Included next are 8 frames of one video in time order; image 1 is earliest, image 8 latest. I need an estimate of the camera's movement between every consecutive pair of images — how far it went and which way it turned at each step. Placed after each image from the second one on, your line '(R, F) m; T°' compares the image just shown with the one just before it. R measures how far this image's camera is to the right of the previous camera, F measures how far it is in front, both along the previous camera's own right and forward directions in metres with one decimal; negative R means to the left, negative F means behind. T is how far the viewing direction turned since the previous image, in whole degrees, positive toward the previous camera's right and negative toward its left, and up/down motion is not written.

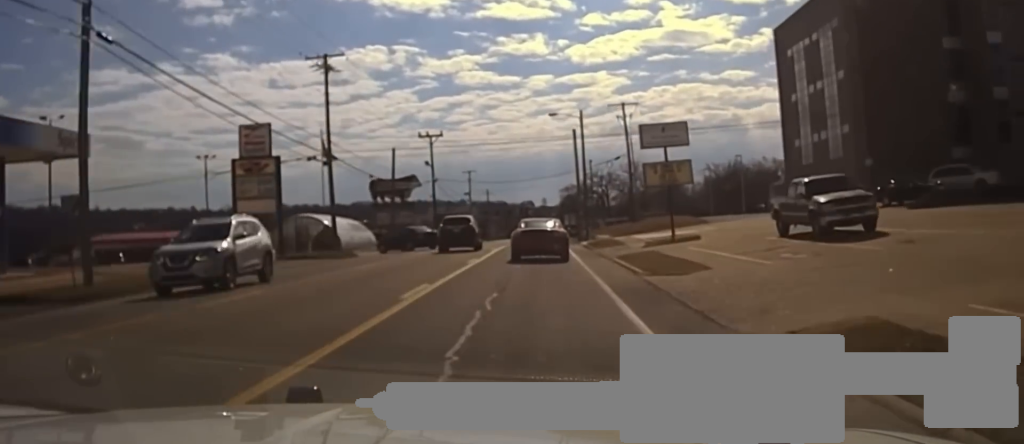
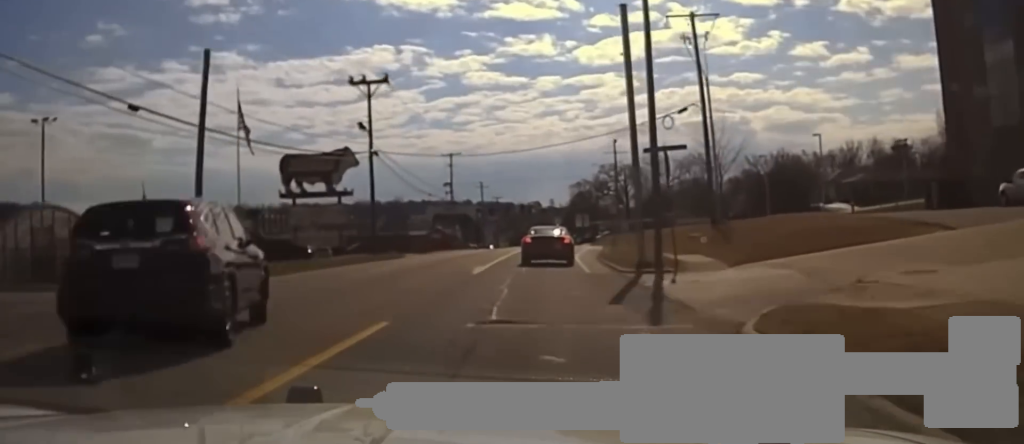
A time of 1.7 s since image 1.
(+0.3, +37.1) m; +1°
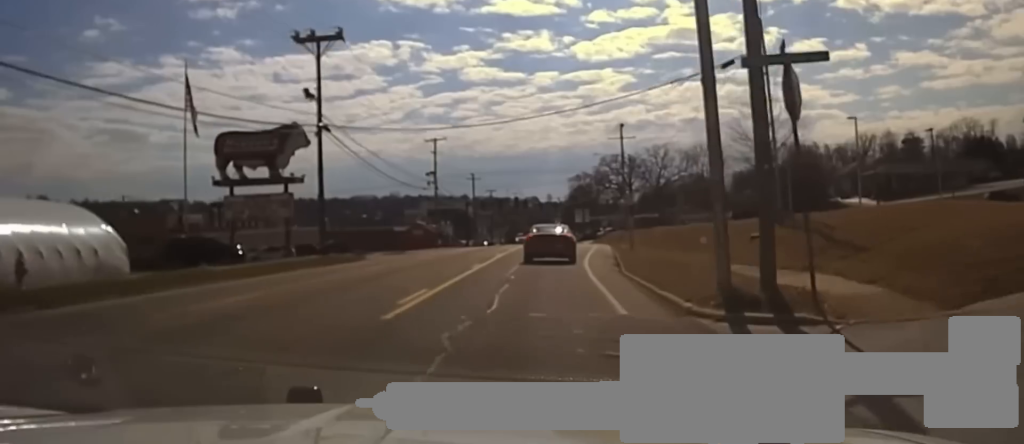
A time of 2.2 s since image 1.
(0.0, +12.9) m; 0°
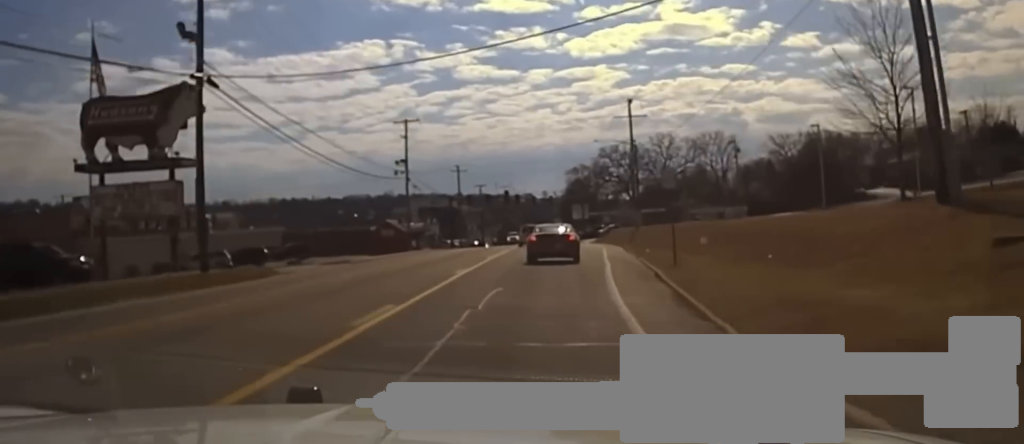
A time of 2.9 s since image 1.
(0.0, +16.1) m; 0°
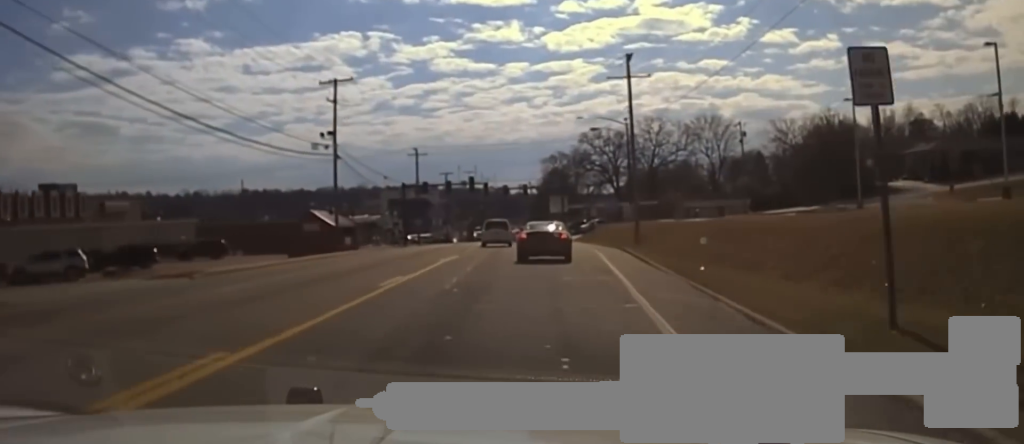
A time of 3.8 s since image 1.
(0.0, +19.8) m; +1°
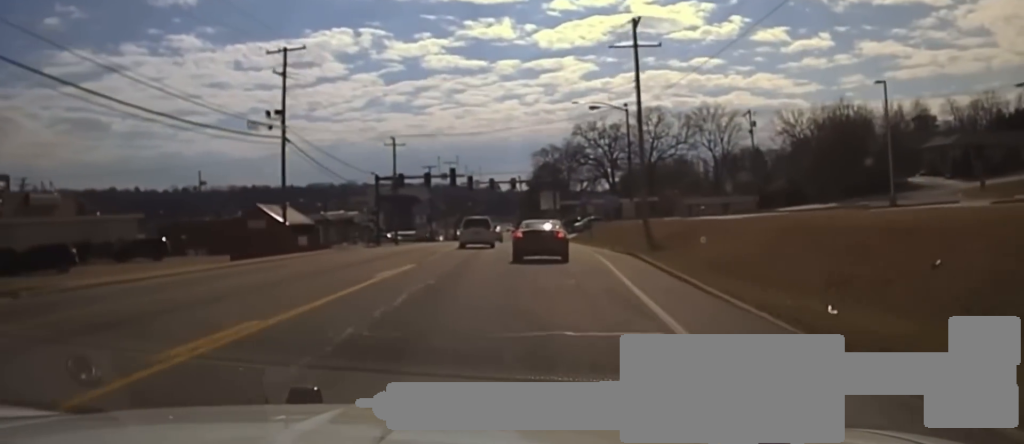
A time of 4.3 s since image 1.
(0.0, +11.2) m; +1°
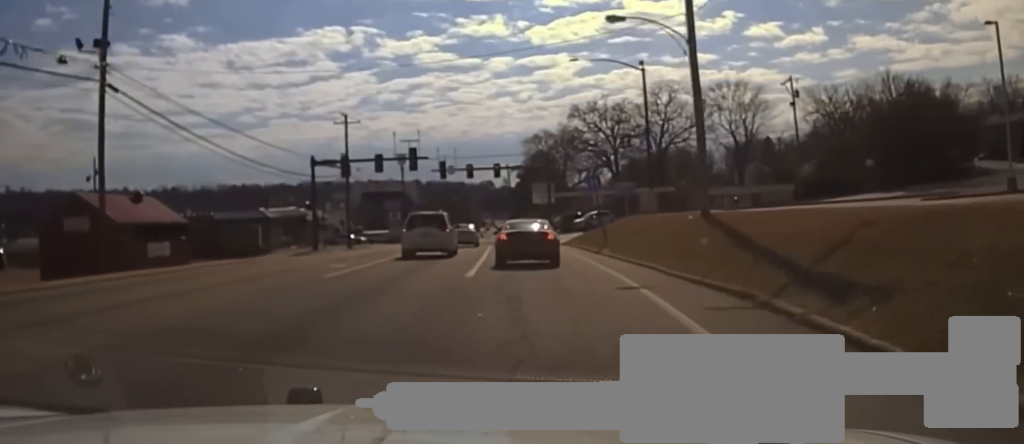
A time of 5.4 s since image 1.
(+0.5, +23.3) m; +1°
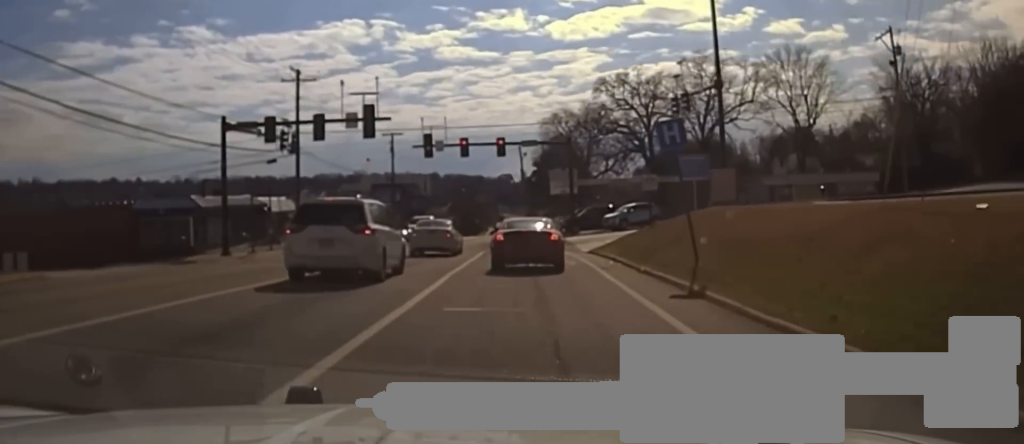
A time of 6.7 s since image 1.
(-0.1, +25.2) m; -1°
